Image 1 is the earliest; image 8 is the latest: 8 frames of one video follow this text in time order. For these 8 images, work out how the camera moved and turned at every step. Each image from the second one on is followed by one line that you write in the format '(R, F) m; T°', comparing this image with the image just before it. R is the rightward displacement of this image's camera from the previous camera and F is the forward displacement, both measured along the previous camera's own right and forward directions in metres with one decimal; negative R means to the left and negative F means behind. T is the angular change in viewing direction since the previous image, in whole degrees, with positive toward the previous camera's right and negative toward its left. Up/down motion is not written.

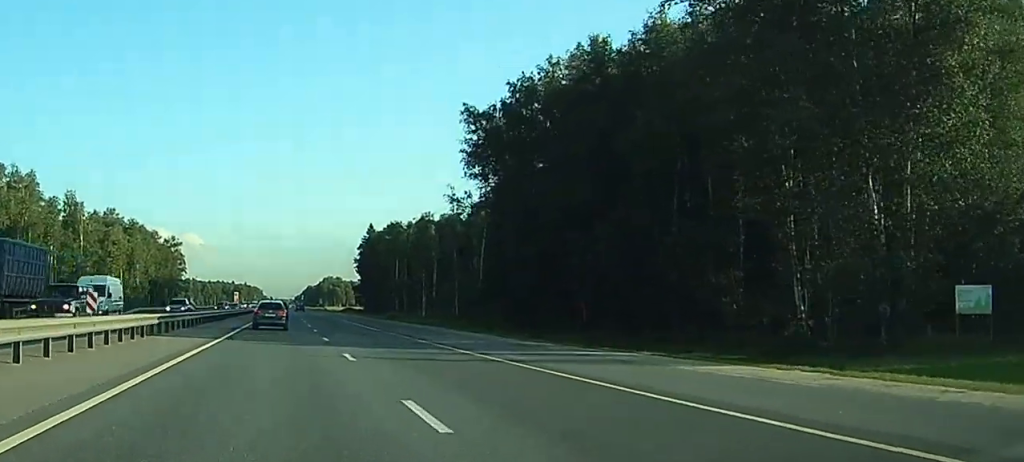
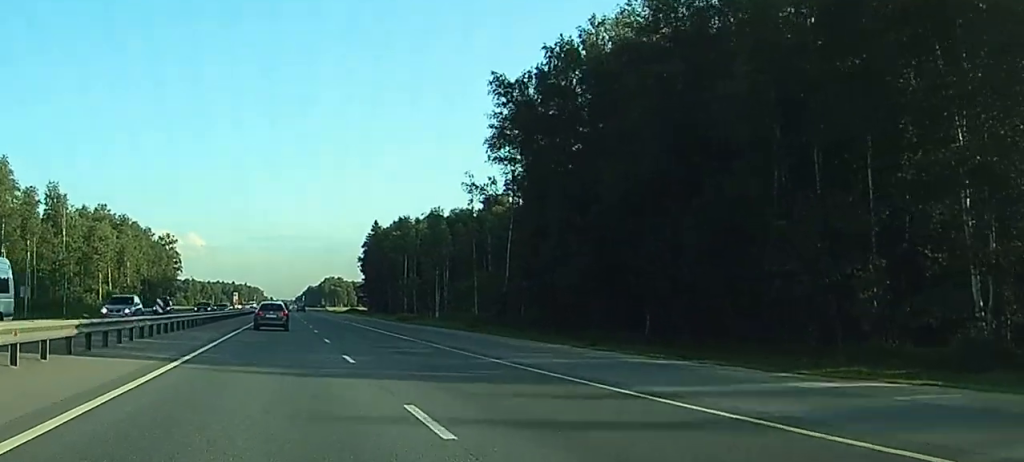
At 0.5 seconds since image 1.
(0.0, +12.6) m; 0°
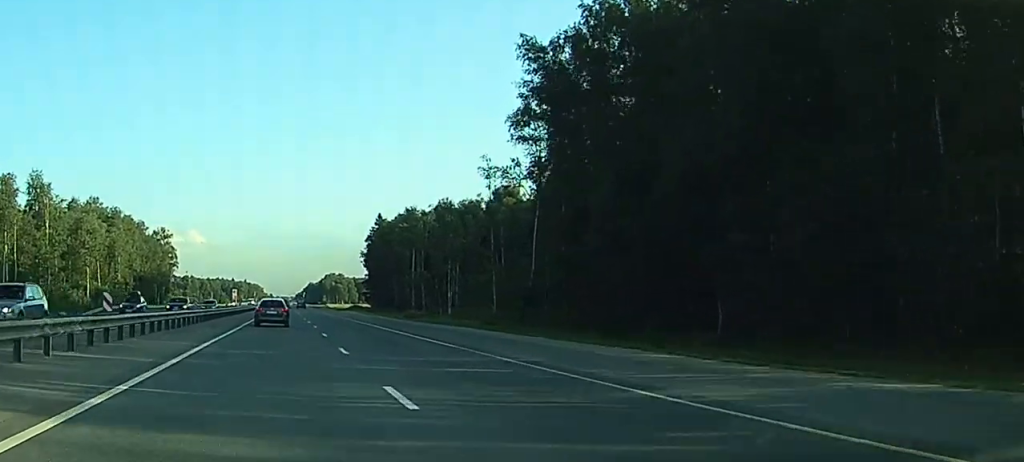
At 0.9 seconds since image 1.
(+0.1, +10.1) m; 0°
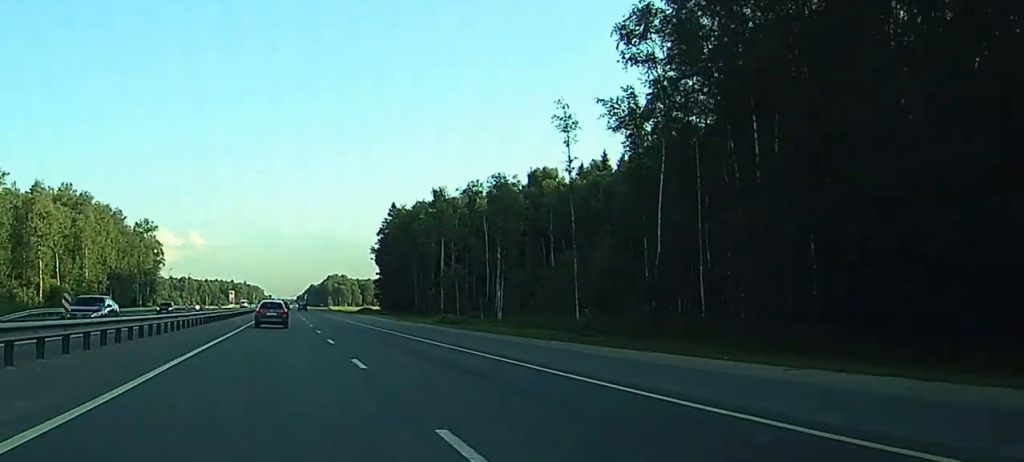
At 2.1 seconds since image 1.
(+0.1, +29.4) m; 0°
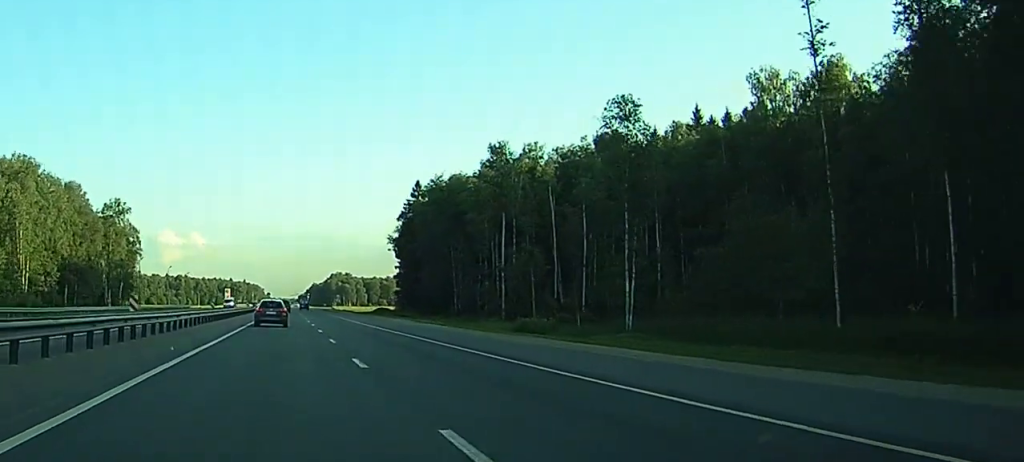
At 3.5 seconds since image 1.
(0.0, +36.8) m; 0°
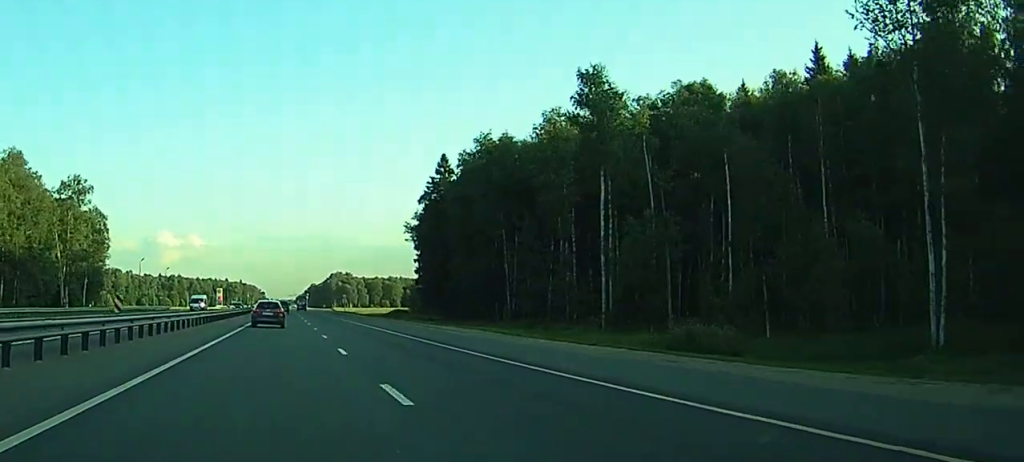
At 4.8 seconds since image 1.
(+0.1, +30.7) m; 0°
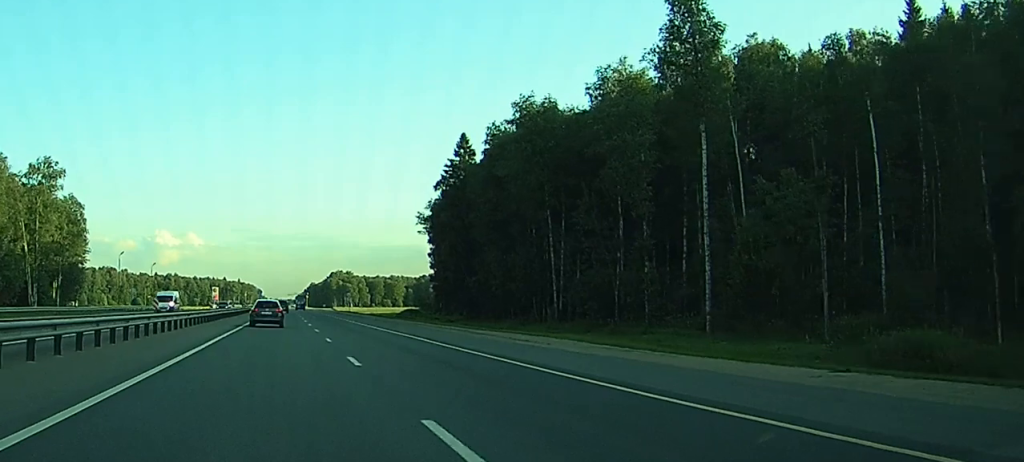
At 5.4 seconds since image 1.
(0.0, +16.5) m; 0°
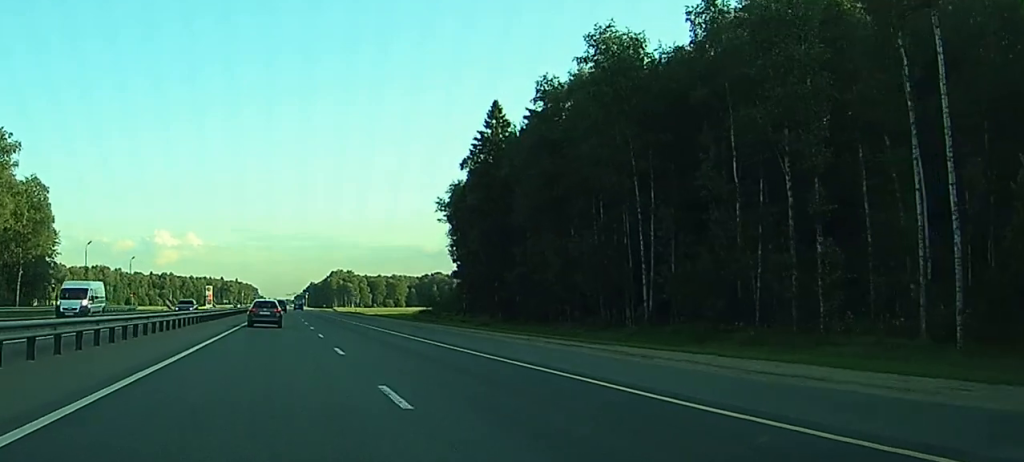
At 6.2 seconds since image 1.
(+0.1, +19.8) m; 0°
